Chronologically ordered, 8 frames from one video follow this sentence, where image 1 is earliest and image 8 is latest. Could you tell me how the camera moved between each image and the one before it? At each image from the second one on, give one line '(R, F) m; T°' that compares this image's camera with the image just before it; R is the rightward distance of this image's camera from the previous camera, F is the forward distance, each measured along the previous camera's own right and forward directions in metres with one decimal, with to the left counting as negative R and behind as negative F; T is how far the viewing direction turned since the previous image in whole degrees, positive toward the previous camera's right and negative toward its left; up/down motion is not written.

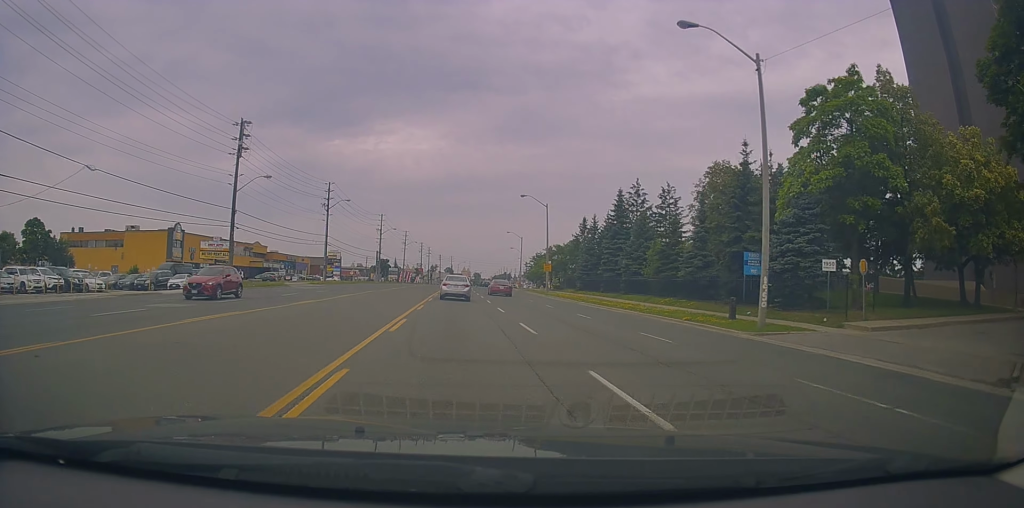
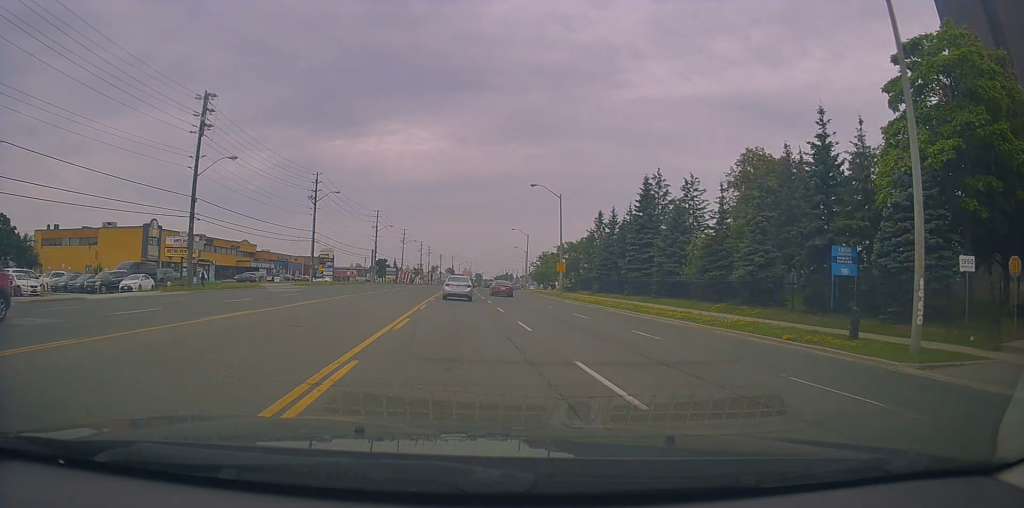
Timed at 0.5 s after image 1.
(0.0, +7.7) m; 0°
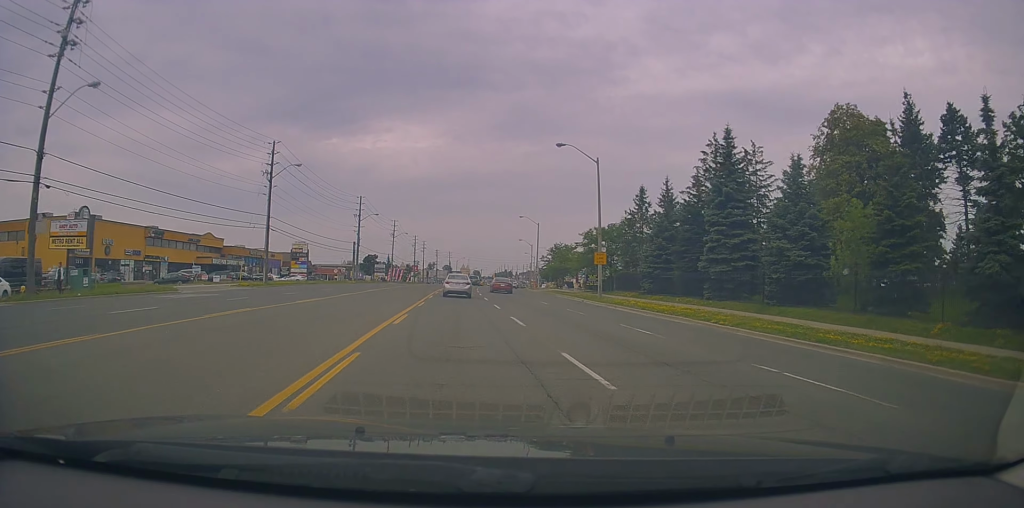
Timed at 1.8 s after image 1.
(0.0, +17.8) m; +2°
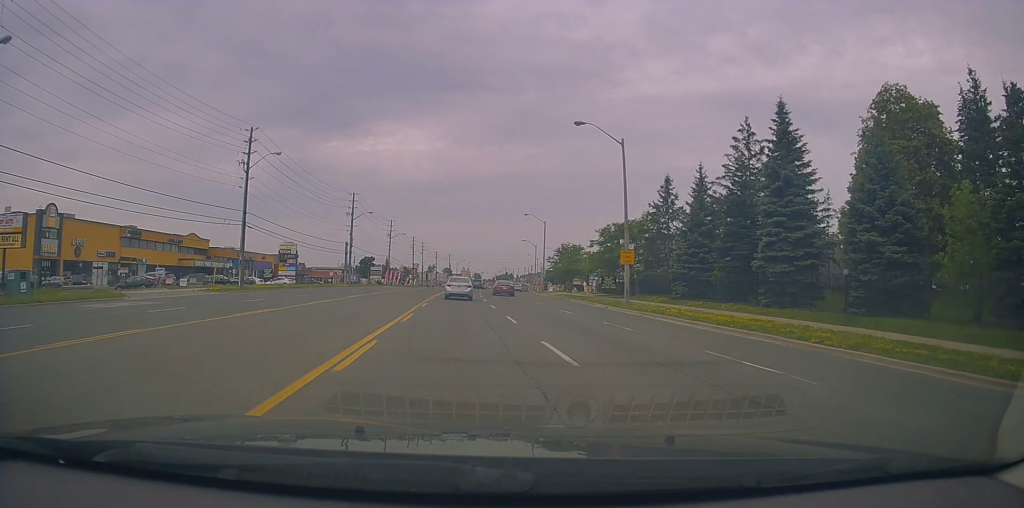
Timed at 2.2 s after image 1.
(0.0, +6.7) m; +1°
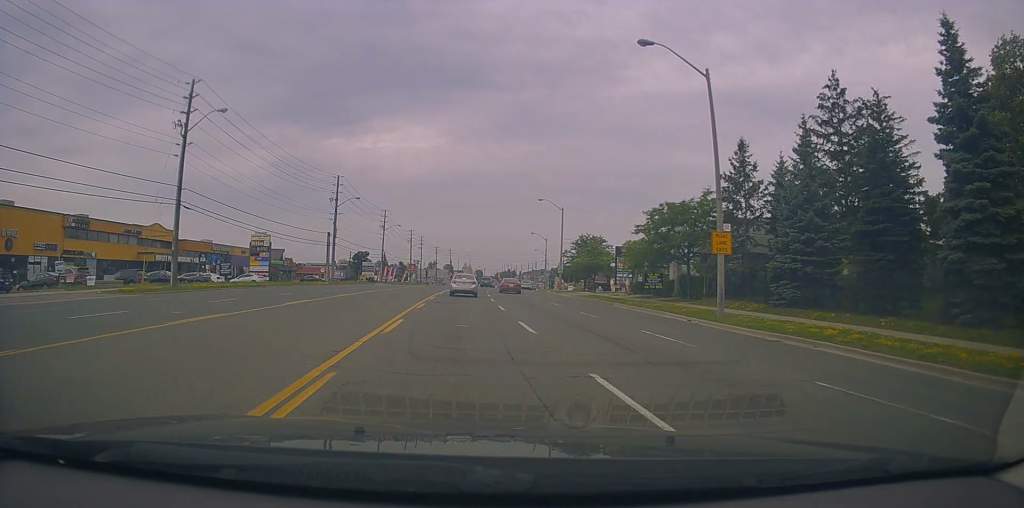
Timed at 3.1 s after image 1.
(+0.5, +12.8) m; -1°
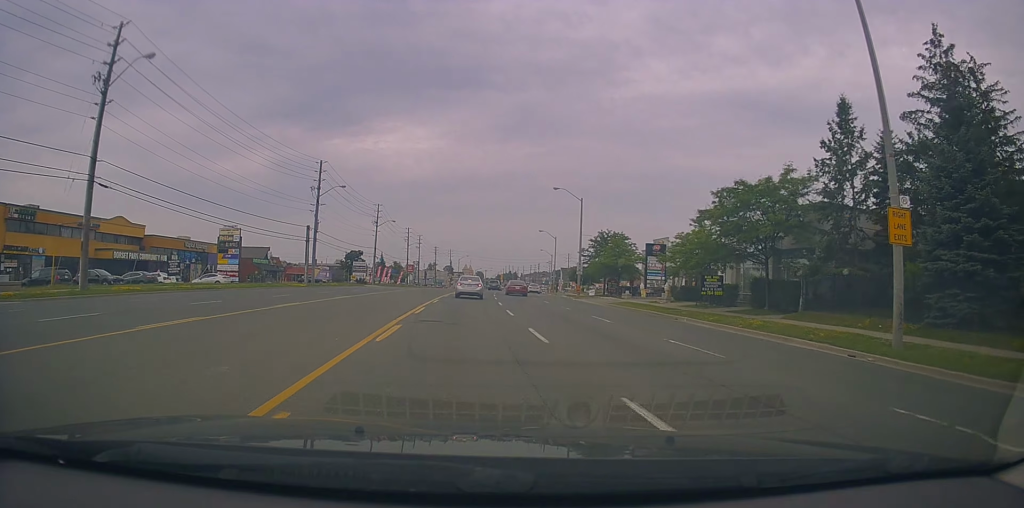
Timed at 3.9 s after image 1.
(-0.6, +10.7) m; -1°
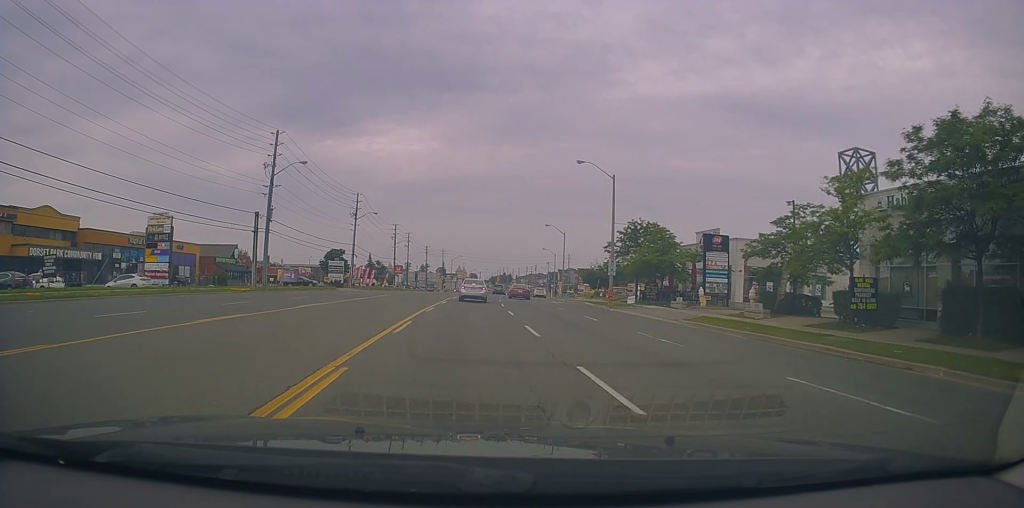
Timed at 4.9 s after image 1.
(+0.1, +14.7) m; 0°
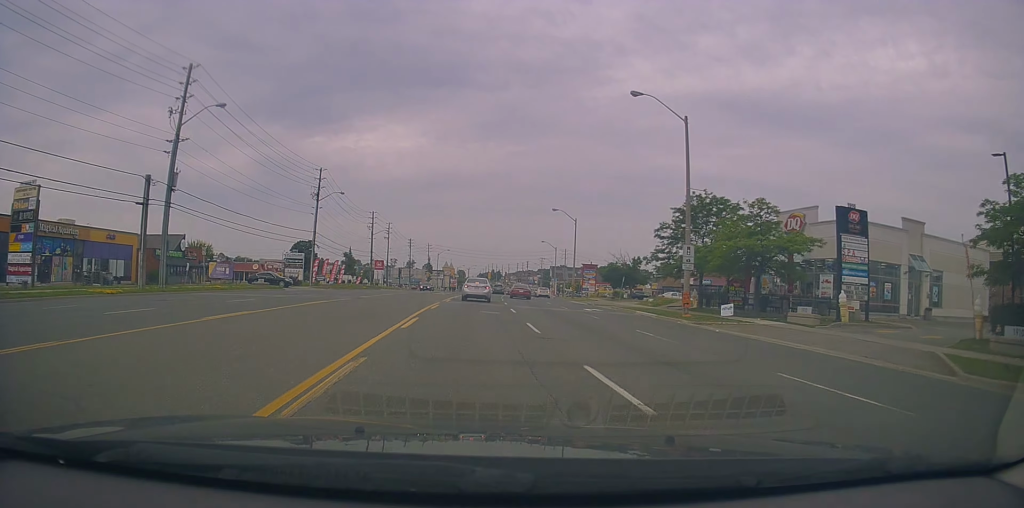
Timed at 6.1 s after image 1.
(-0.3, +17.3) m; +1°
